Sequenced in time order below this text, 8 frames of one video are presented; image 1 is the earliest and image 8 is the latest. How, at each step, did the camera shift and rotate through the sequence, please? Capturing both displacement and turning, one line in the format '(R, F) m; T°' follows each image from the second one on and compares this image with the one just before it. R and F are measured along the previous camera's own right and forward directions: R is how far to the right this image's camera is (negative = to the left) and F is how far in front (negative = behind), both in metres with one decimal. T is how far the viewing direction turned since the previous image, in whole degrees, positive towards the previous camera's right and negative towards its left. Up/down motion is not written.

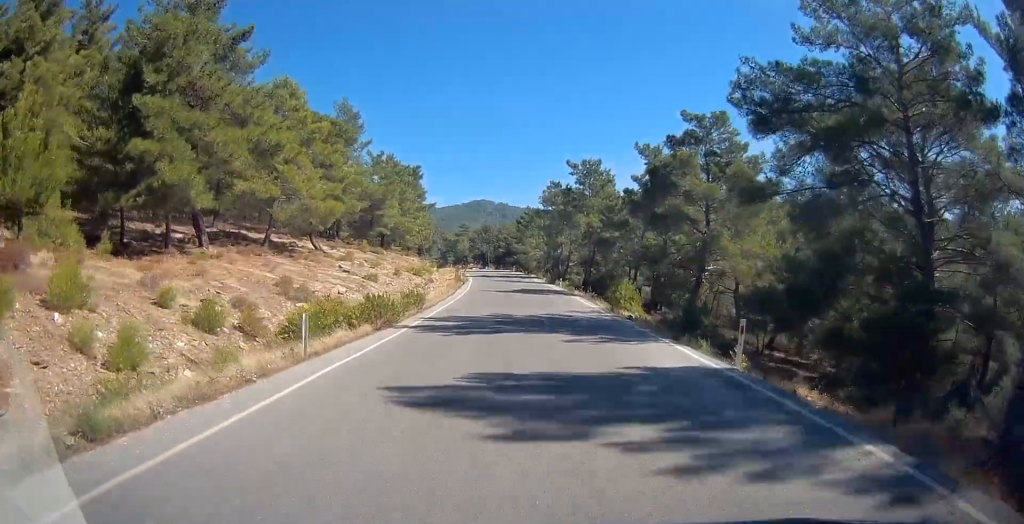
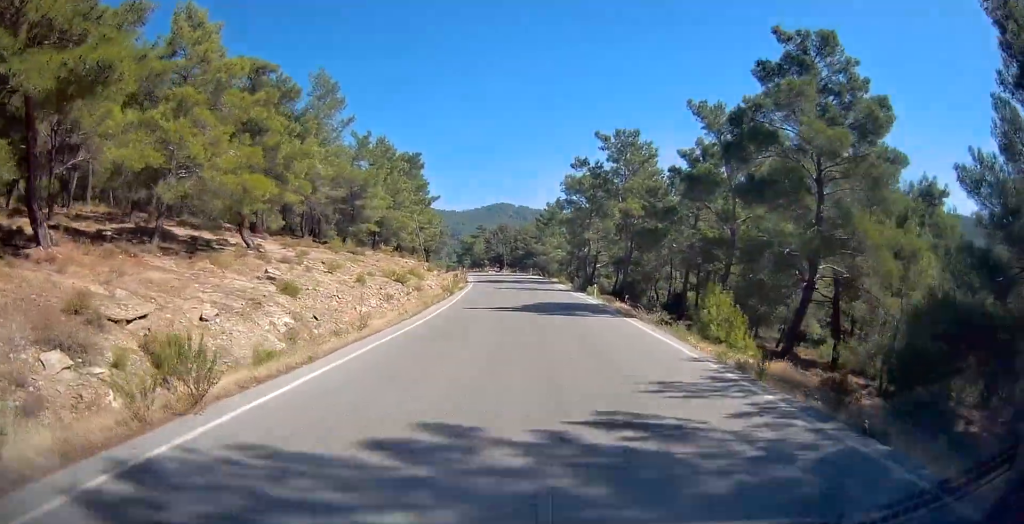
(-0.3, +13.5) m; -2°
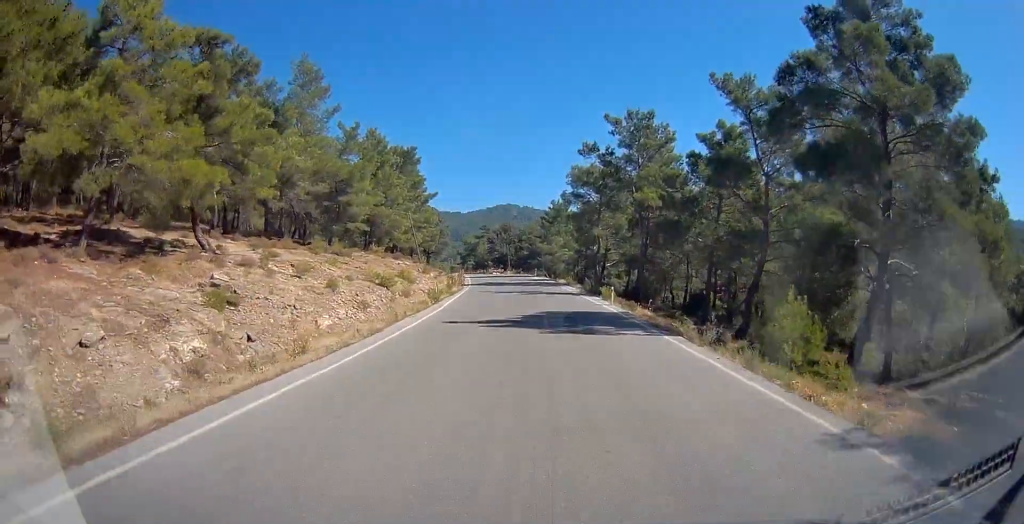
(-0.1, +5.2) m; -1°
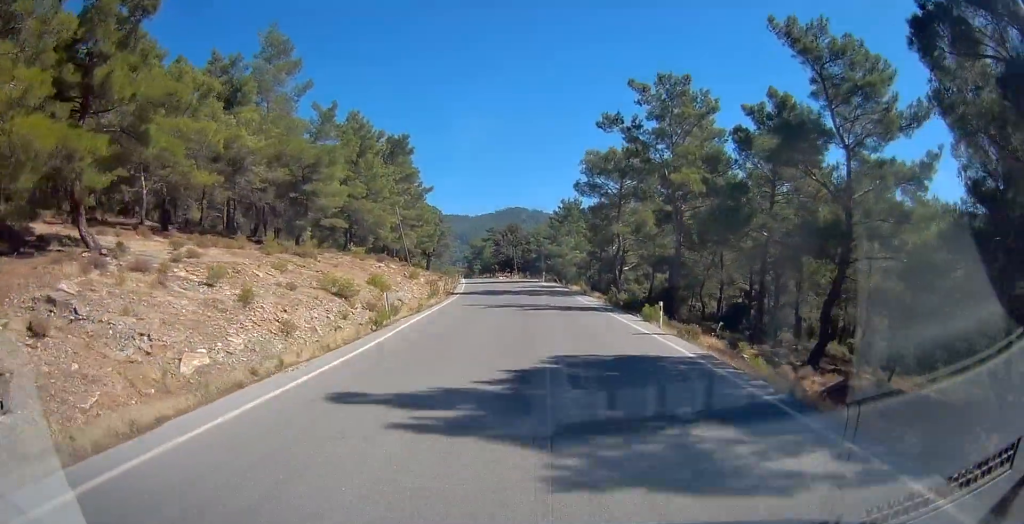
(-0.1, +8.8) m; -1°
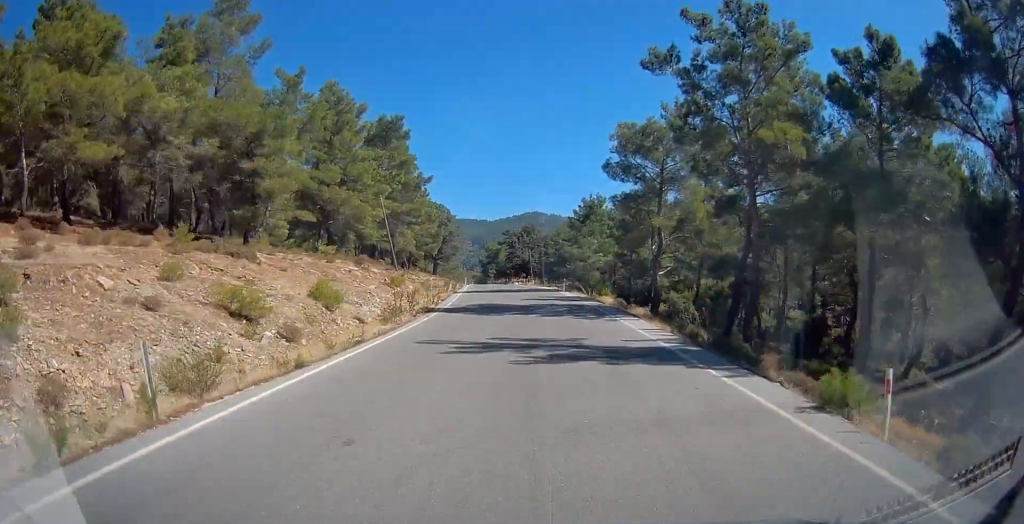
(-0.1, +10.6) m; -1°
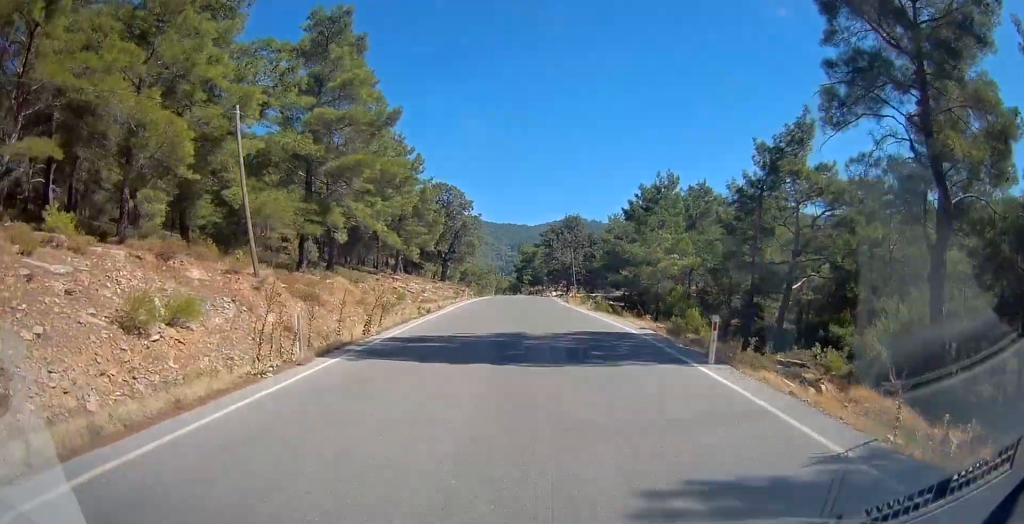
(-0.8, +26.0) m; -4°
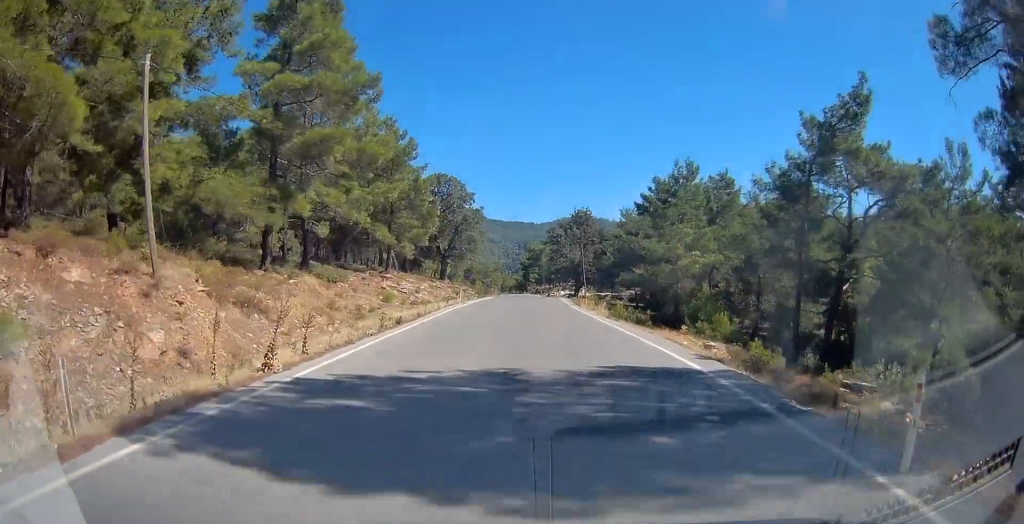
(0.0, +5.6) m; -1°
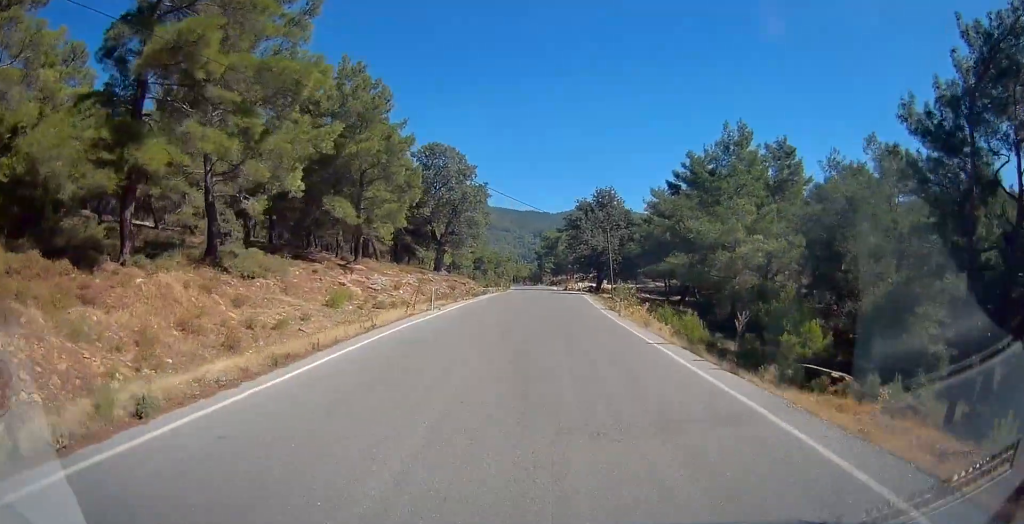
(-0.1, +12.2) m; -2°
